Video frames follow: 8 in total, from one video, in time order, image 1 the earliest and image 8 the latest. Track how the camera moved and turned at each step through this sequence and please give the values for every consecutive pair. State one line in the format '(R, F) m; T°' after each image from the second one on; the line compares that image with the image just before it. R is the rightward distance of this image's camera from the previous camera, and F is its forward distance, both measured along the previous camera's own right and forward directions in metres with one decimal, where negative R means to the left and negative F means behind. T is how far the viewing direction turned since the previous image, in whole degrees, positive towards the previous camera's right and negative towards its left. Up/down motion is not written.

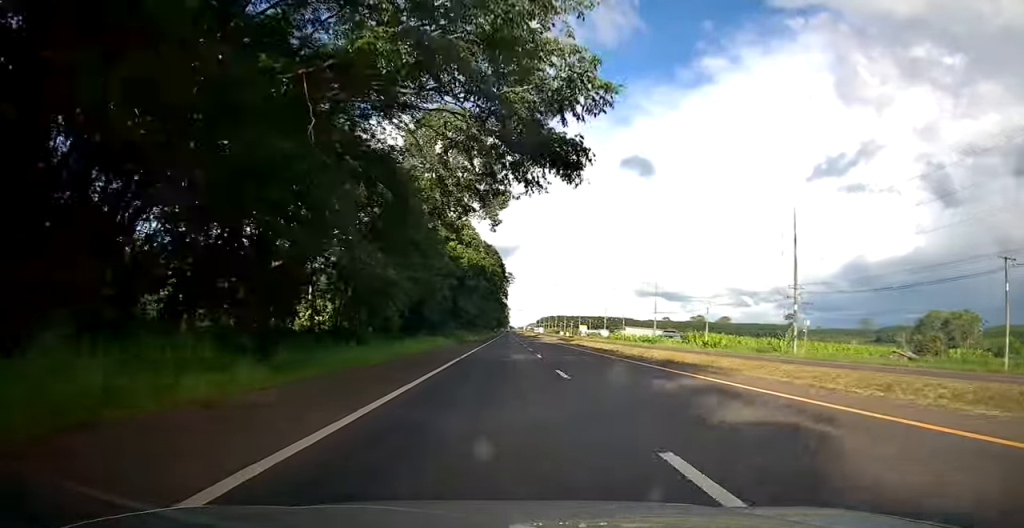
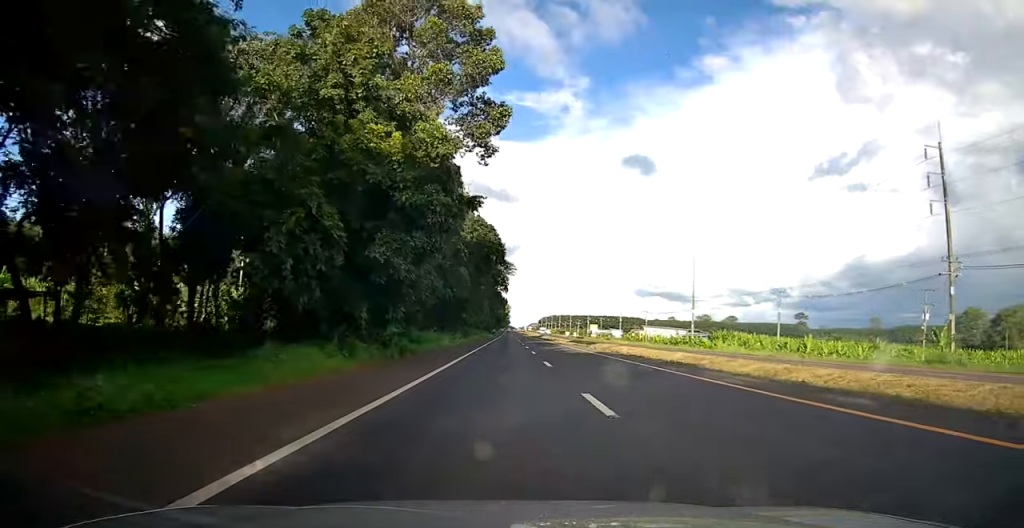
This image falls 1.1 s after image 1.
(0.0, +28.7) m; 0°
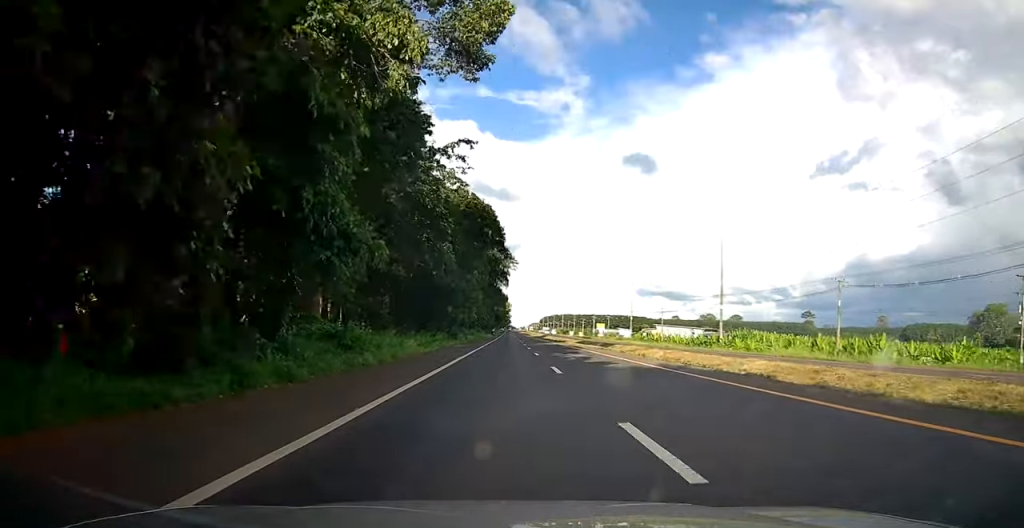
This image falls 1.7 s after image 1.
(0.0, +15.4) m; 0°
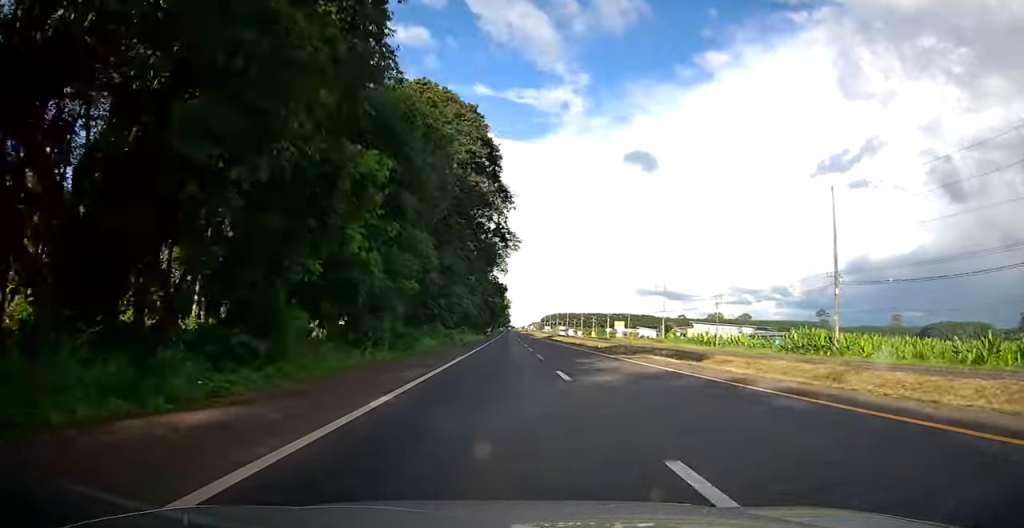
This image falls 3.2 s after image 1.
(-0.1, +37.9) m; 0°
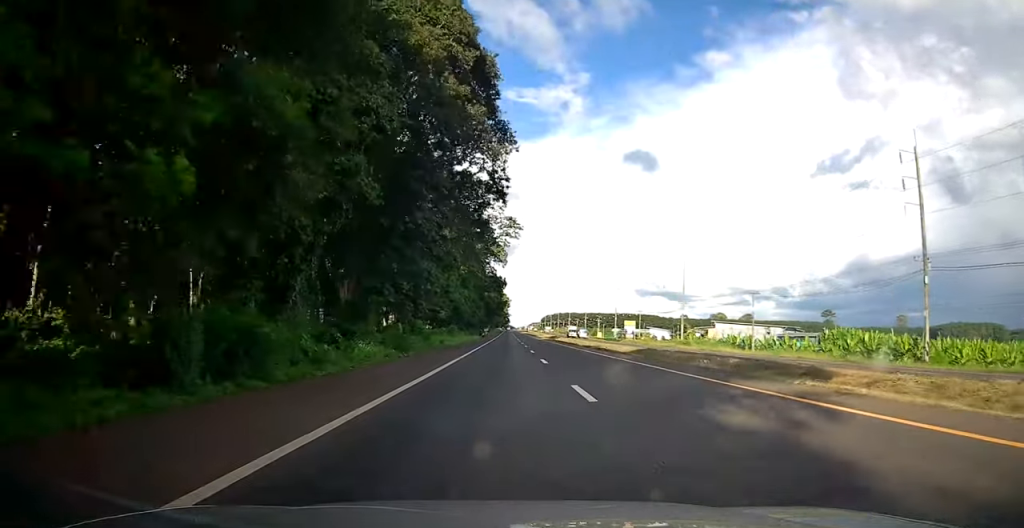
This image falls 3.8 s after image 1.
(0.0, +16.5) m; 0°
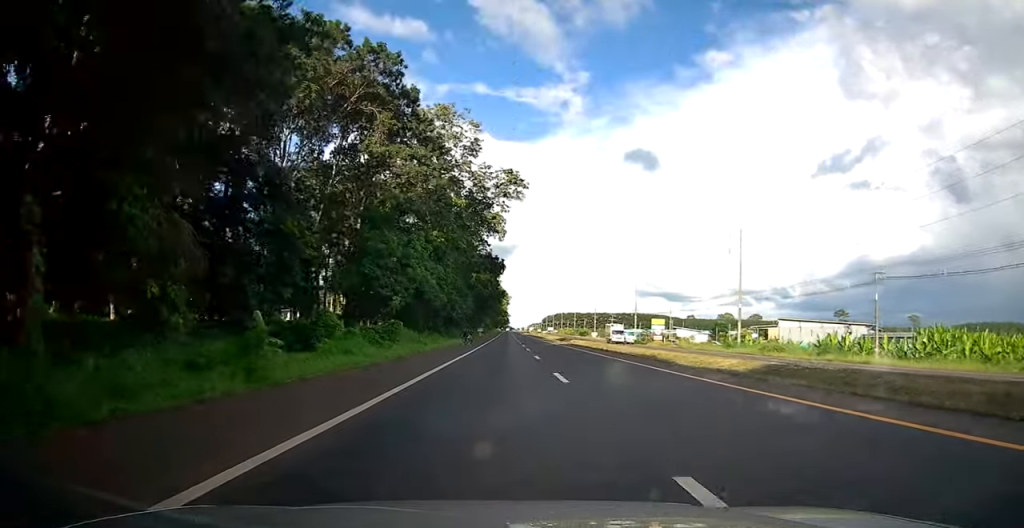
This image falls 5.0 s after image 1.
(0.0, +33.1) m; 0°
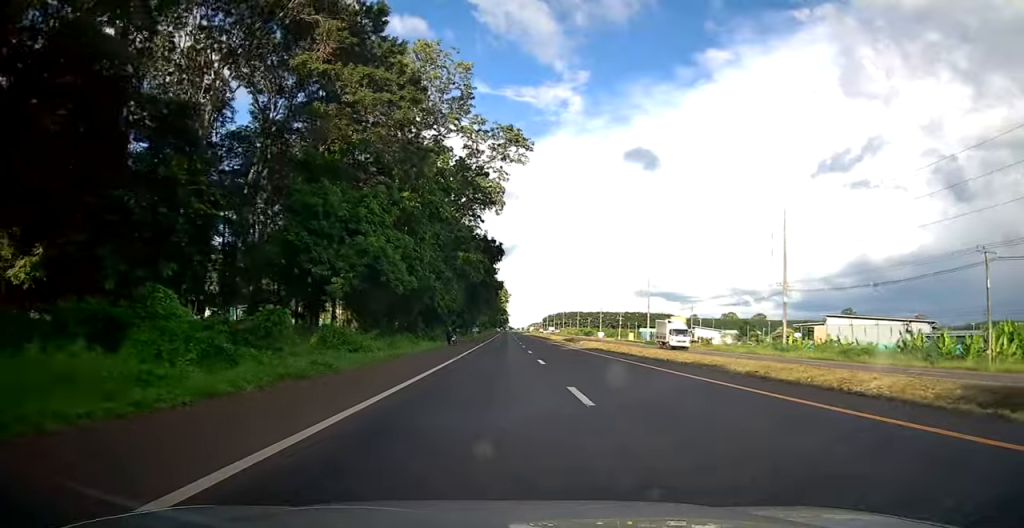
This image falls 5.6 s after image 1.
(-0.1, +17.3) m; 0°
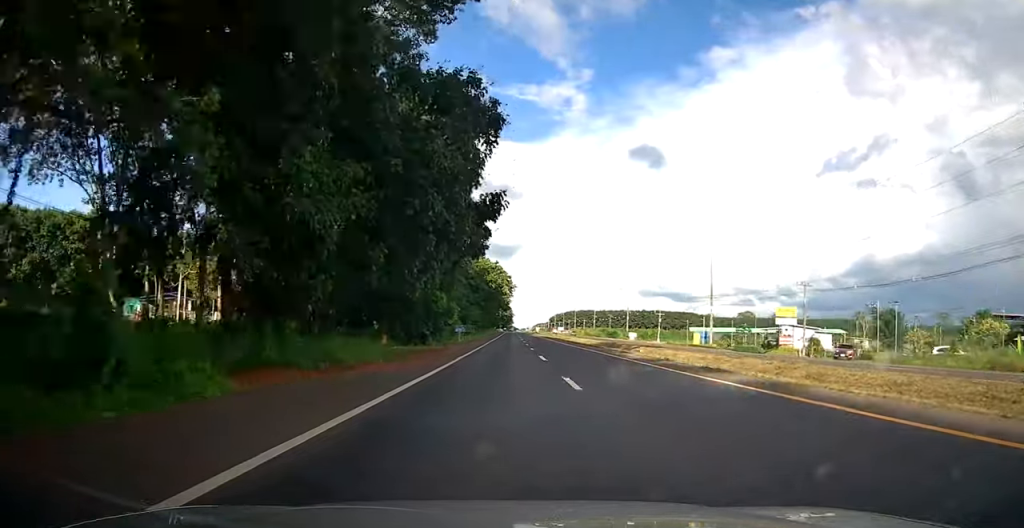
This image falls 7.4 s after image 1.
(-0.1, +50.2) m; 0°
